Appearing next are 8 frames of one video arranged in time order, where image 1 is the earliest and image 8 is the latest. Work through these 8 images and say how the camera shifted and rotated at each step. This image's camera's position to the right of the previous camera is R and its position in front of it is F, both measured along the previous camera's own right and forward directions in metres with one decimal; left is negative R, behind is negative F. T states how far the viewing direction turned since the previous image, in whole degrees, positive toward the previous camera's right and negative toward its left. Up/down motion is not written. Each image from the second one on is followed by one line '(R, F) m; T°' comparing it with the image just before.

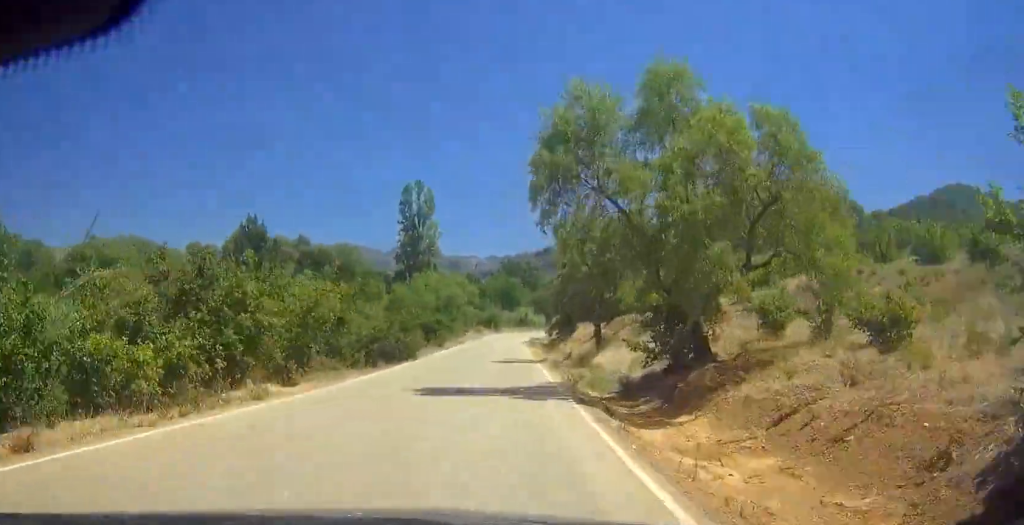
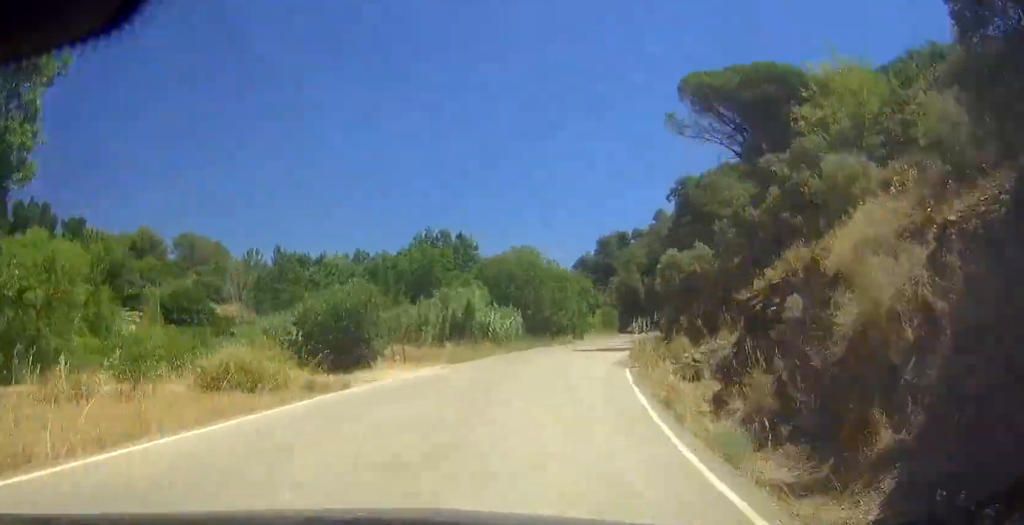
(+6.3, +86.7) m; +9°
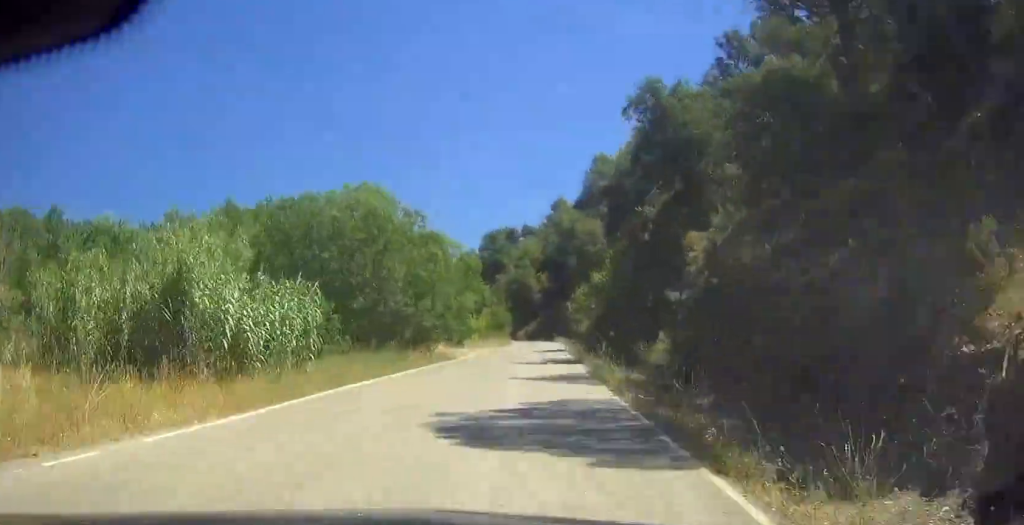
(+1.2, +27.9) m; +3°
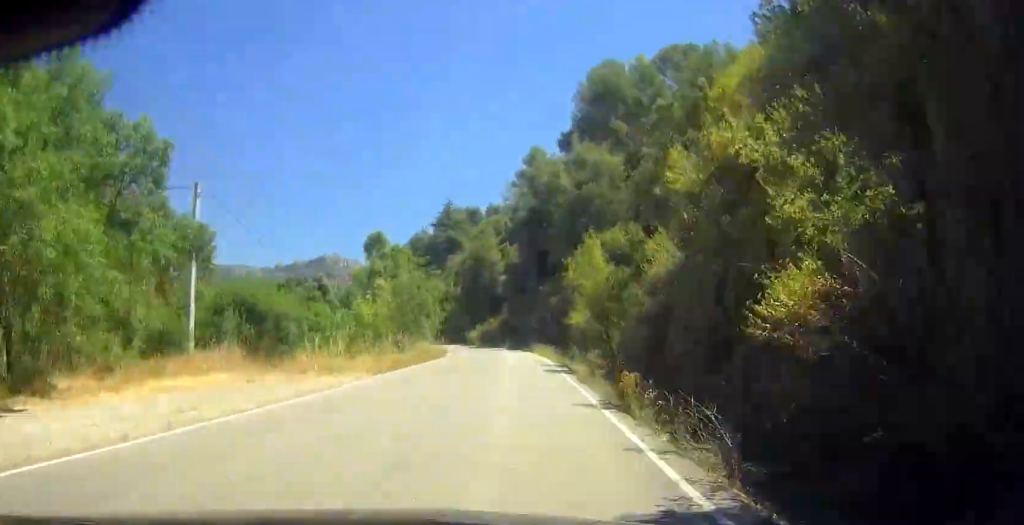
(+0.1, +52.6) m; 0°
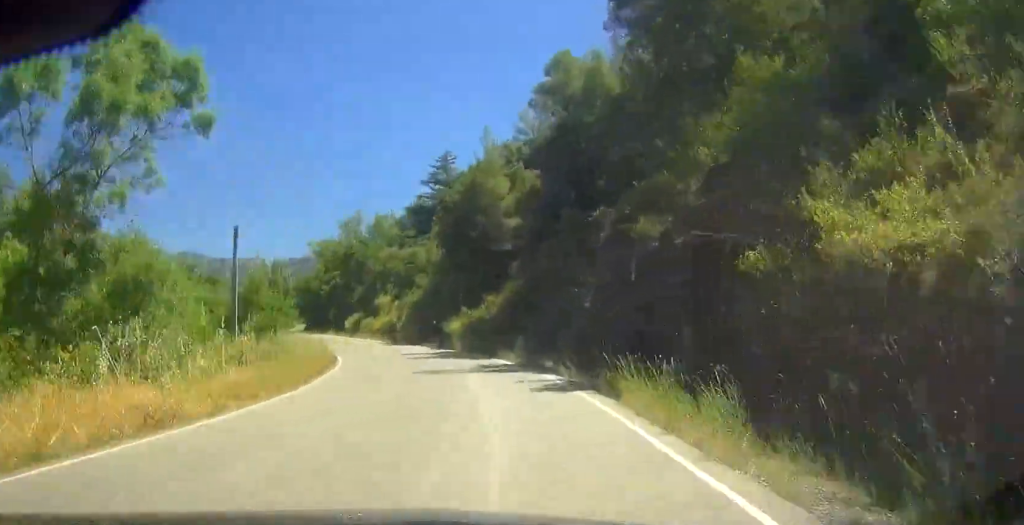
(0.0, +45.5) m; -6°
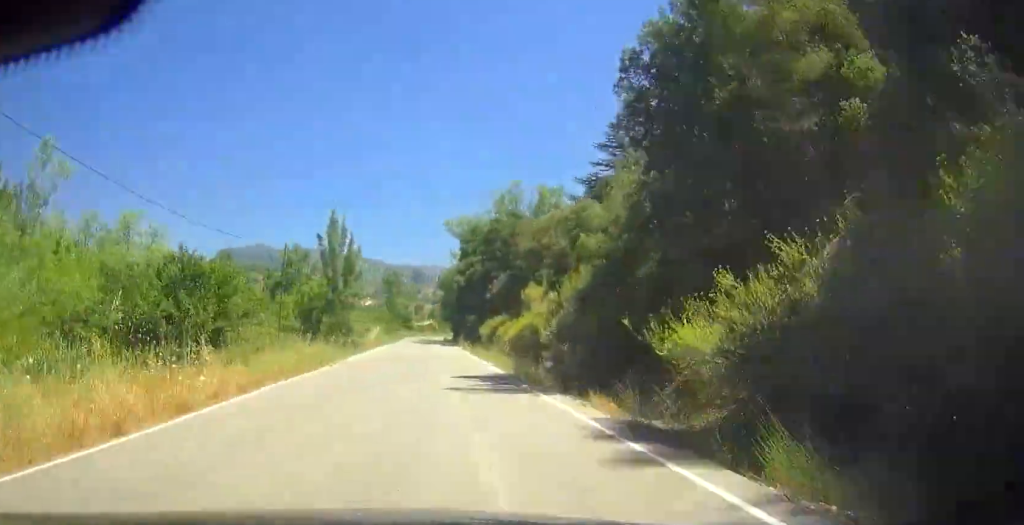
(-1.3, +35.0) m; -4°
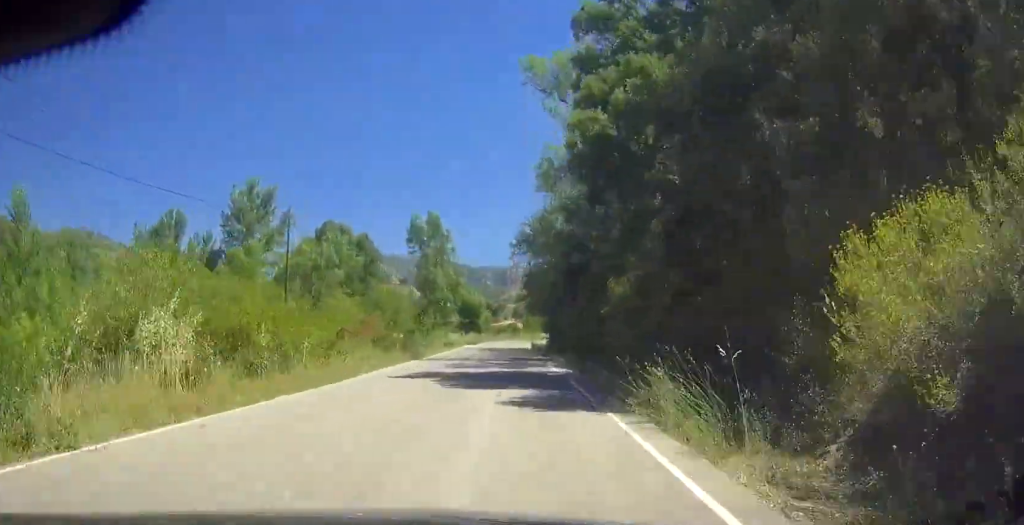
(-5.3, +57.3) m; -1°
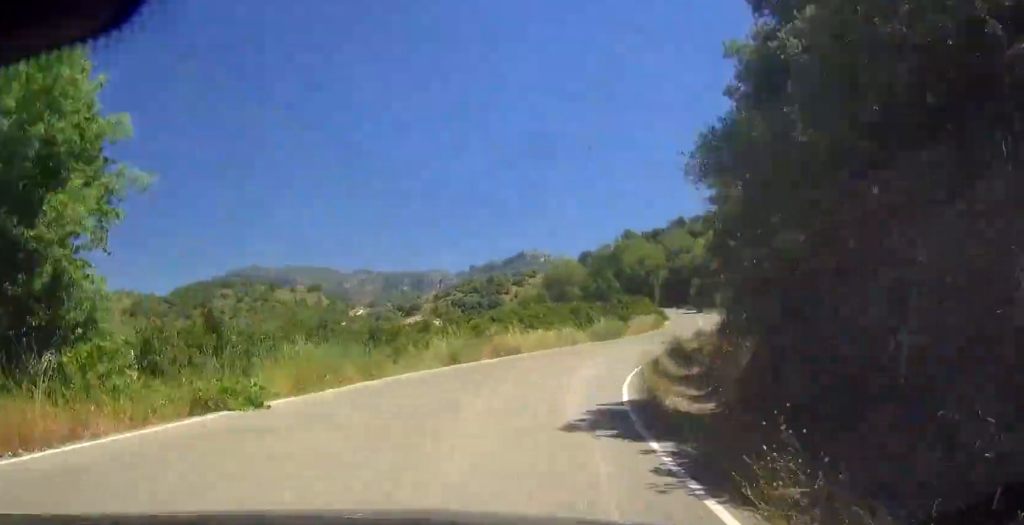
(+7.1, +93.3) m; +5°
